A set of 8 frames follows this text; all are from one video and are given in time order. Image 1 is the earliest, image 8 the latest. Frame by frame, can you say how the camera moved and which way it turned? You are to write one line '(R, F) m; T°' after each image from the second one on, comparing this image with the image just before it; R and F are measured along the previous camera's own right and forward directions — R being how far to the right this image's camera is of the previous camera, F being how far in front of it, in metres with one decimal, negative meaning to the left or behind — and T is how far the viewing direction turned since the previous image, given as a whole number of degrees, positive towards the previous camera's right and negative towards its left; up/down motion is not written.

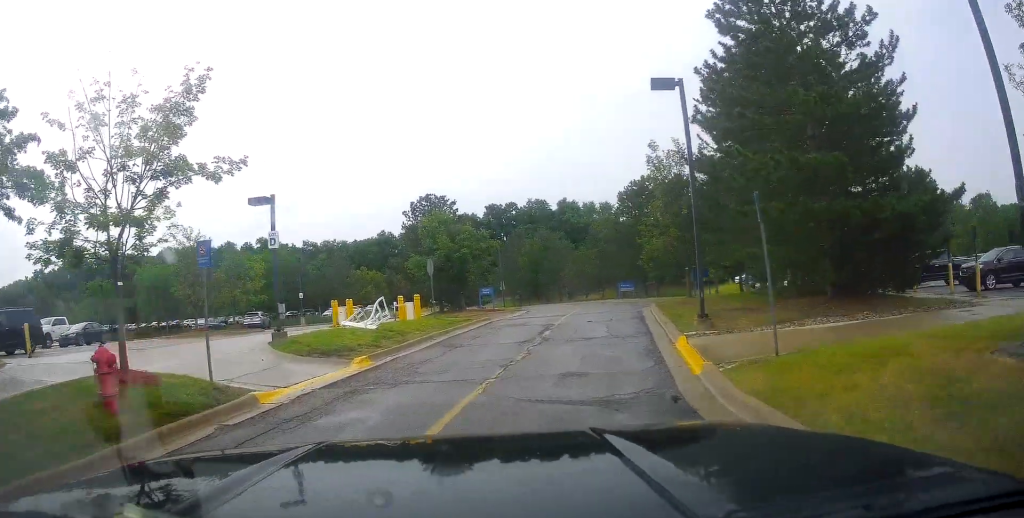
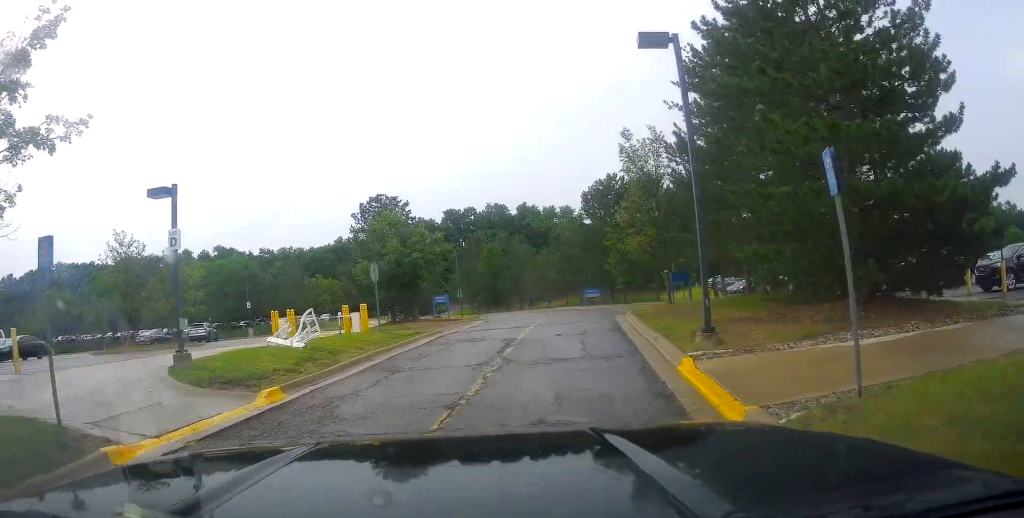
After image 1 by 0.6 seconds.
(+0.3, +3.4) m; +8°
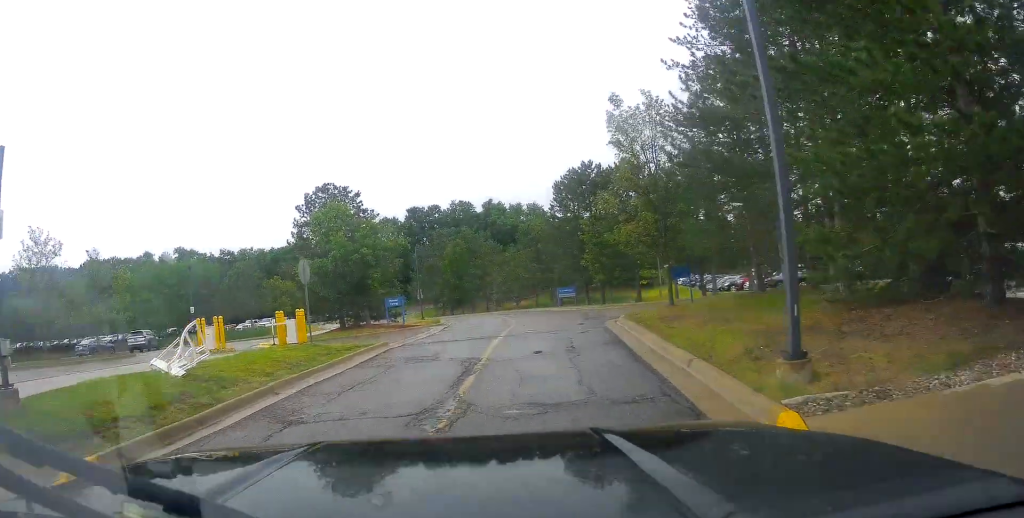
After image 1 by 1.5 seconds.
(+0.5, +5.0) m; +6°
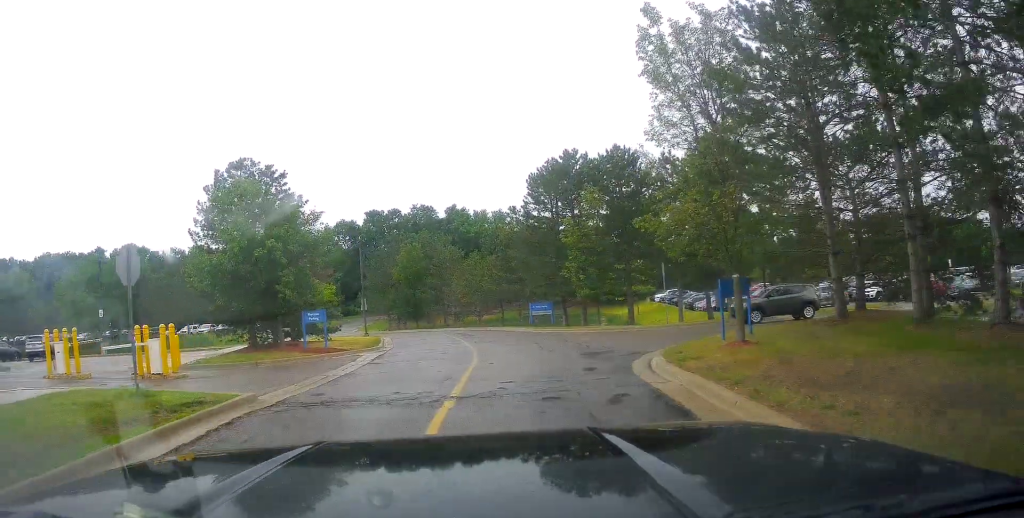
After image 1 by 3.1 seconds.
(+0.6, +8.9) m; +7°
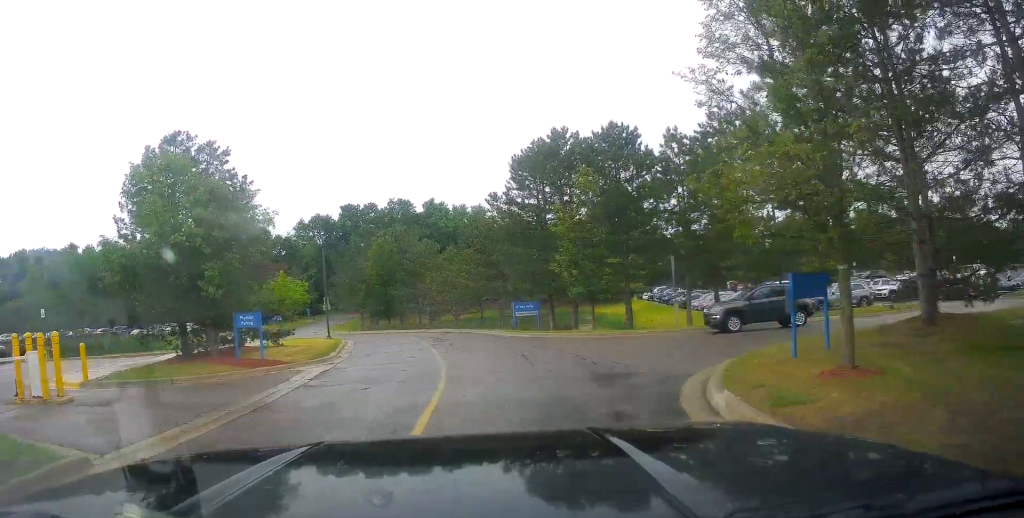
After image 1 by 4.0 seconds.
(+0.2, +5.0) m; +1°
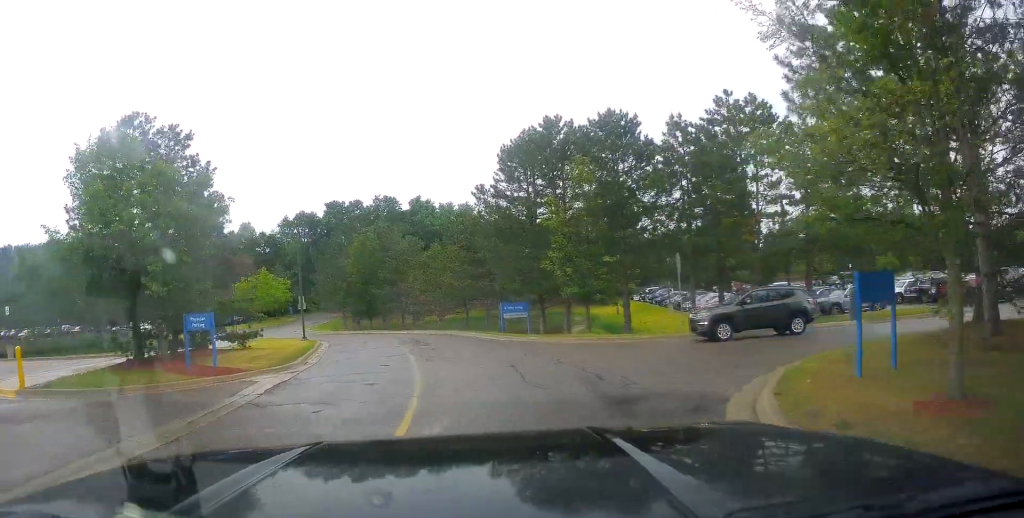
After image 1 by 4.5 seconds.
(-0.2, +2.6) m; +1°
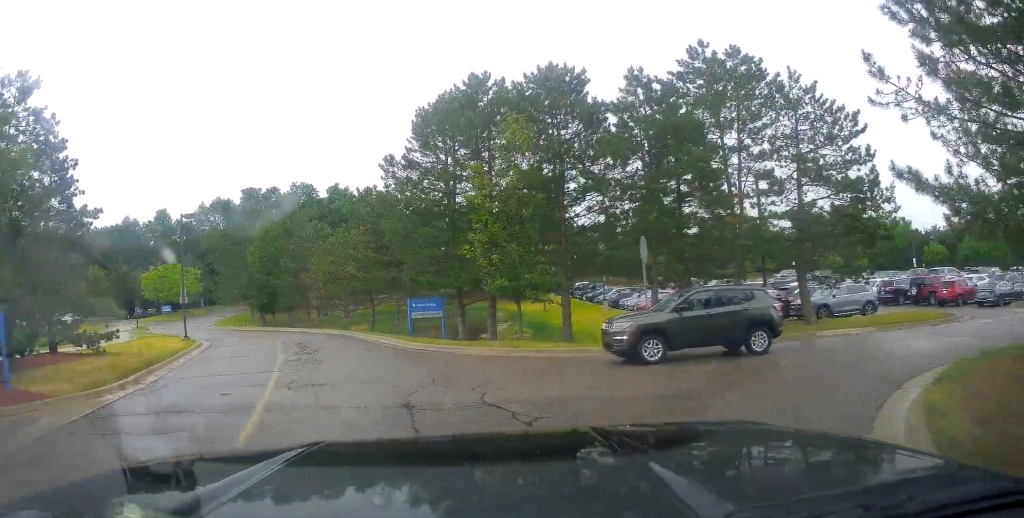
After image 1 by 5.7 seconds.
(+0.4, +5.8) m; +9°
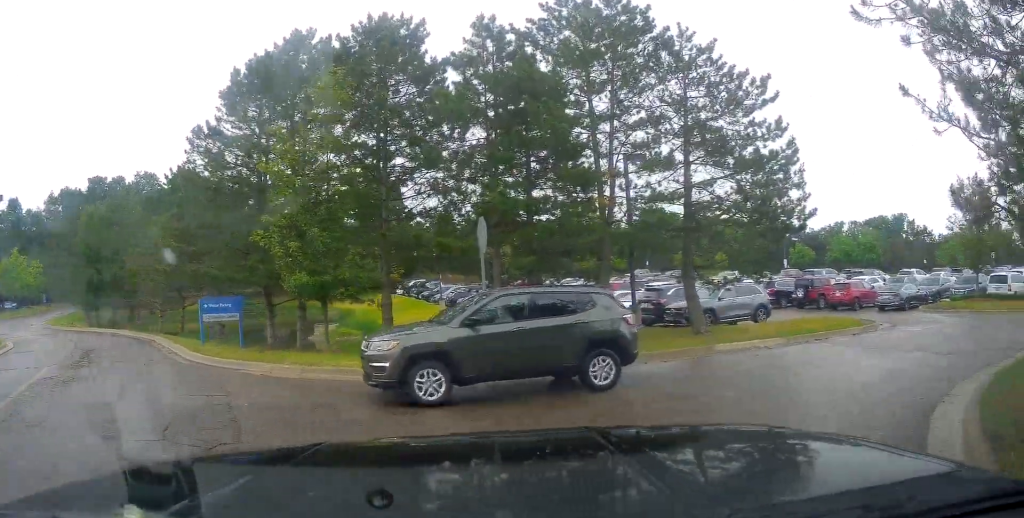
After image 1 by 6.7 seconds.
(+0.2, +4.5) m; +12°
